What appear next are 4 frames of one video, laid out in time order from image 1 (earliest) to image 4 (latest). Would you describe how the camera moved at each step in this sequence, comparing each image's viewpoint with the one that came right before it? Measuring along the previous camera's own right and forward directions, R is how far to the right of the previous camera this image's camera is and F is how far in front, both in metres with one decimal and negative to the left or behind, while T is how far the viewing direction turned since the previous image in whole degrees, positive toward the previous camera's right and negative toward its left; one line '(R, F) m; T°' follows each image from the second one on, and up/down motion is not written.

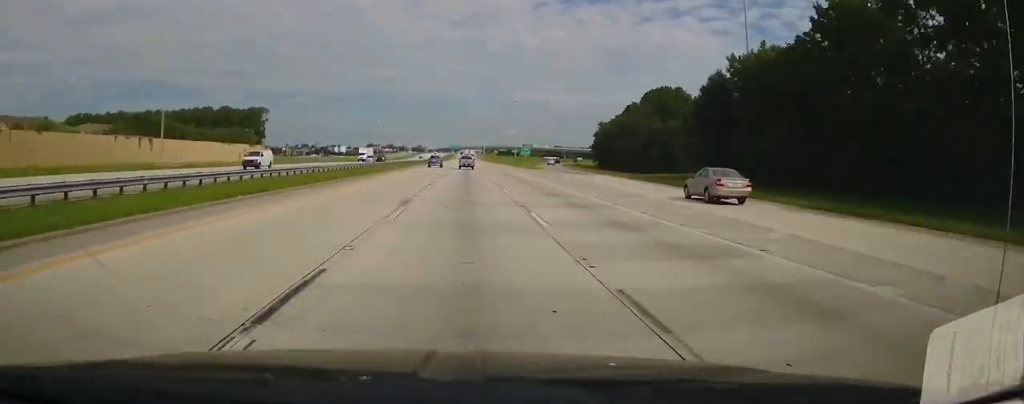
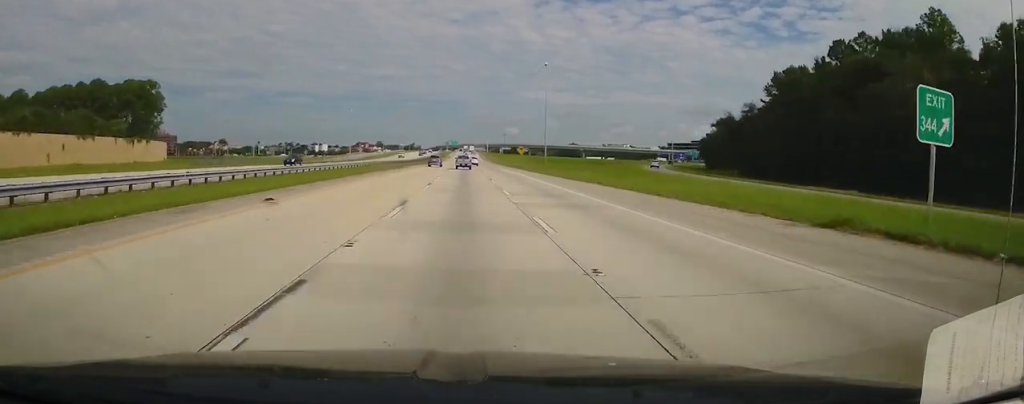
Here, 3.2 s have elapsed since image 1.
(+0.2, +140.4) m; 0°
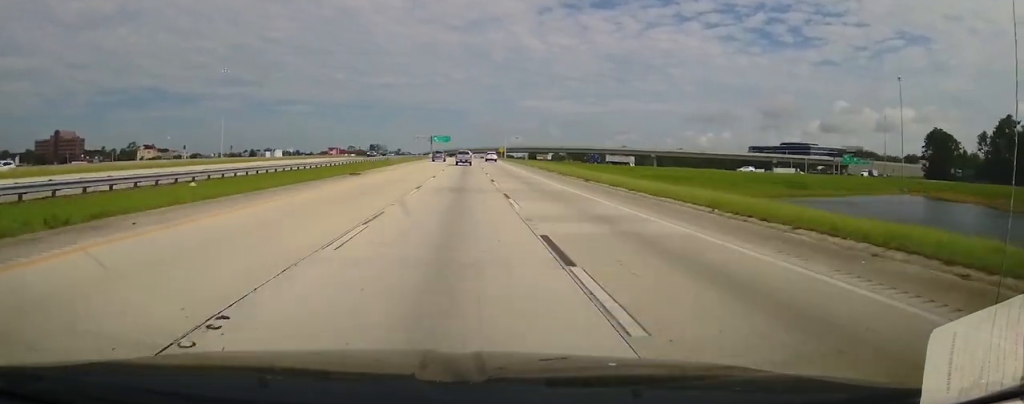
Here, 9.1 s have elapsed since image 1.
(-0.5, +262.1) m; -1°
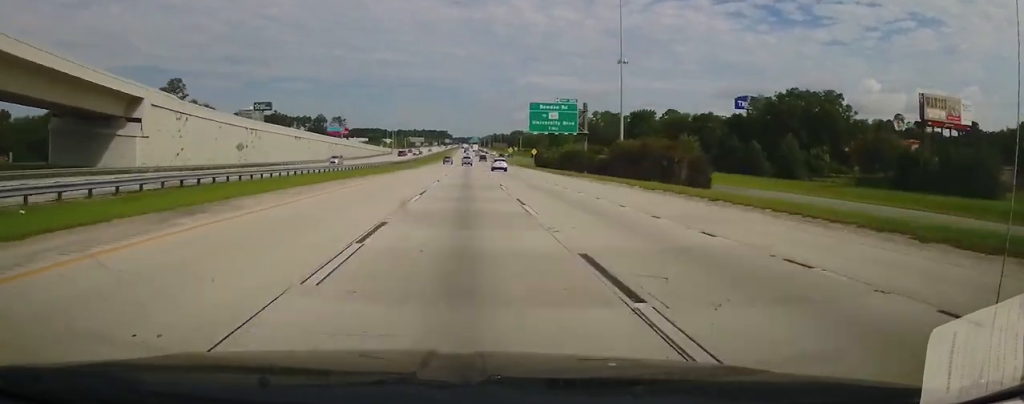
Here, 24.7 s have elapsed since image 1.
(+3.5, +506.1) m; 0°
